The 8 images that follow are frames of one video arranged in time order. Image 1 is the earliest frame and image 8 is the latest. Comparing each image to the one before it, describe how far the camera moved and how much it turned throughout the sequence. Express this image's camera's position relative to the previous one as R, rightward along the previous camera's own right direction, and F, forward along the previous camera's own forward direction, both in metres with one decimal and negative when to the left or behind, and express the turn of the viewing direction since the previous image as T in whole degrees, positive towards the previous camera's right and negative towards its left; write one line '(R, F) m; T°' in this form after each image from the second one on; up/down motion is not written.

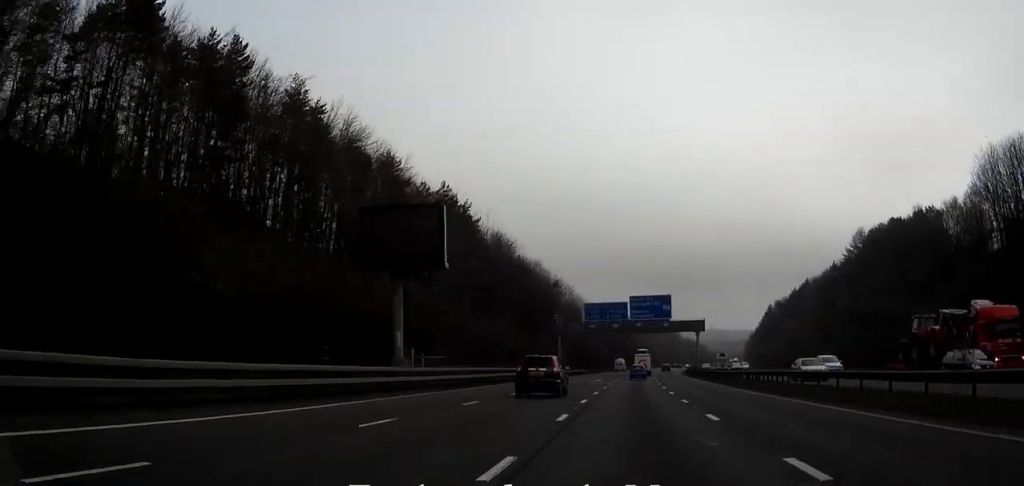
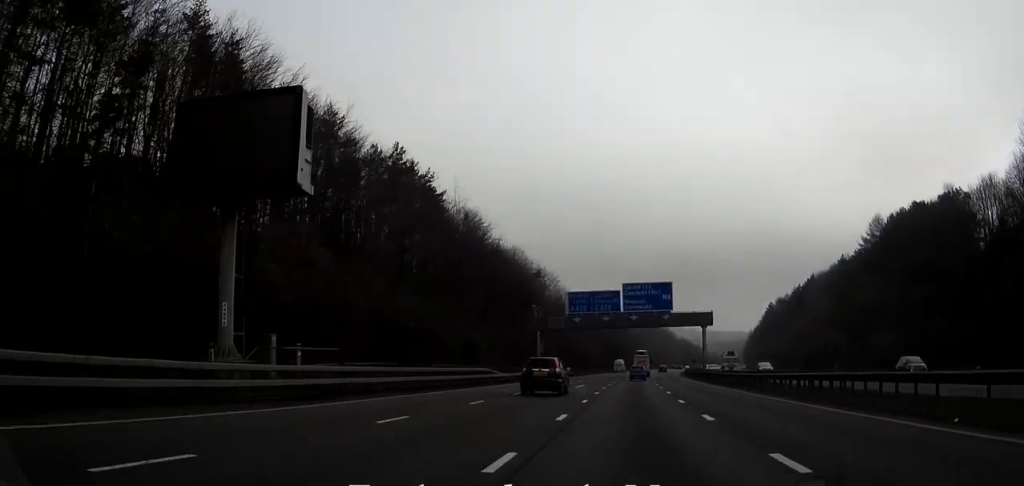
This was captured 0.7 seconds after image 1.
(0.0, +17.0) m; +1°
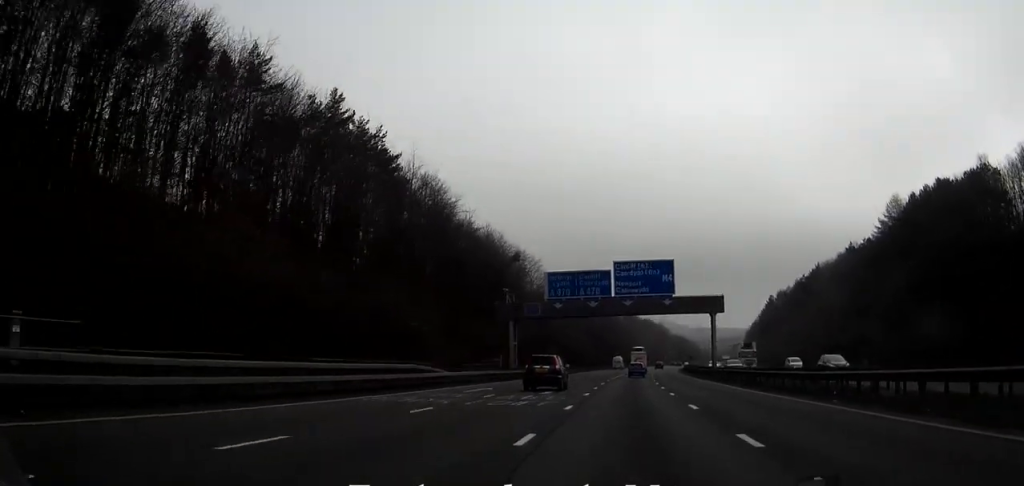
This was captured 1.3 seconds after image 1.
(+0.1, +15.3) m; +1°
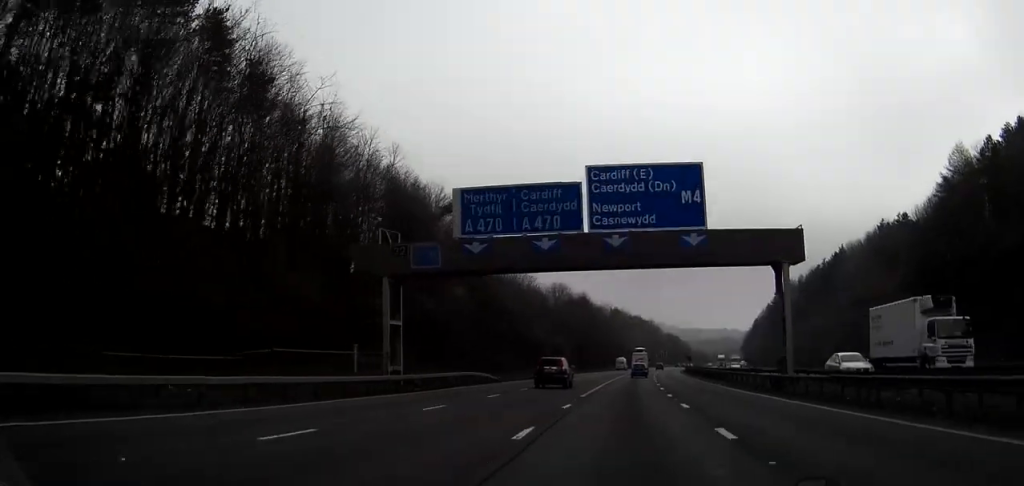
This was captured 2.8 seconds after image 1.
(+0.4, +34.4) m; +1°
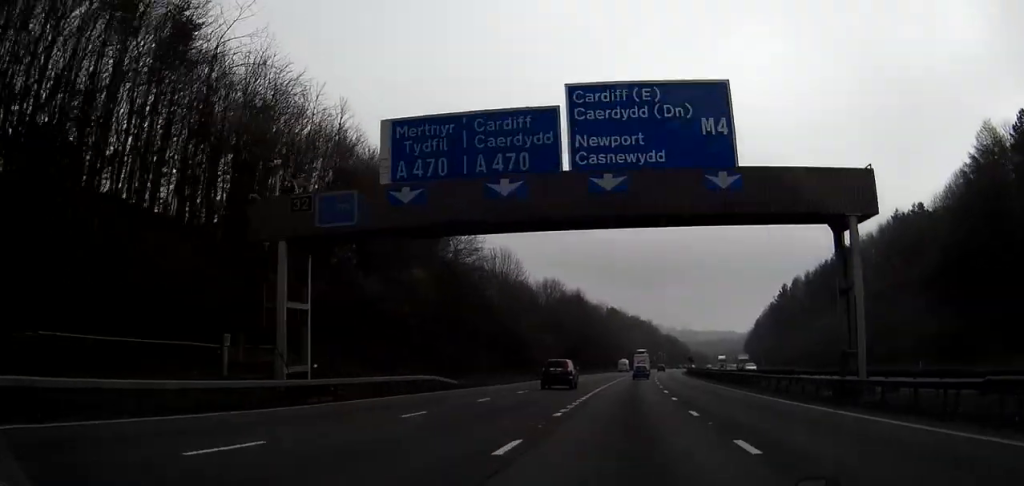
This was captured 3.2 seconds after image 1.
(0.0, +11.2) m; 0°
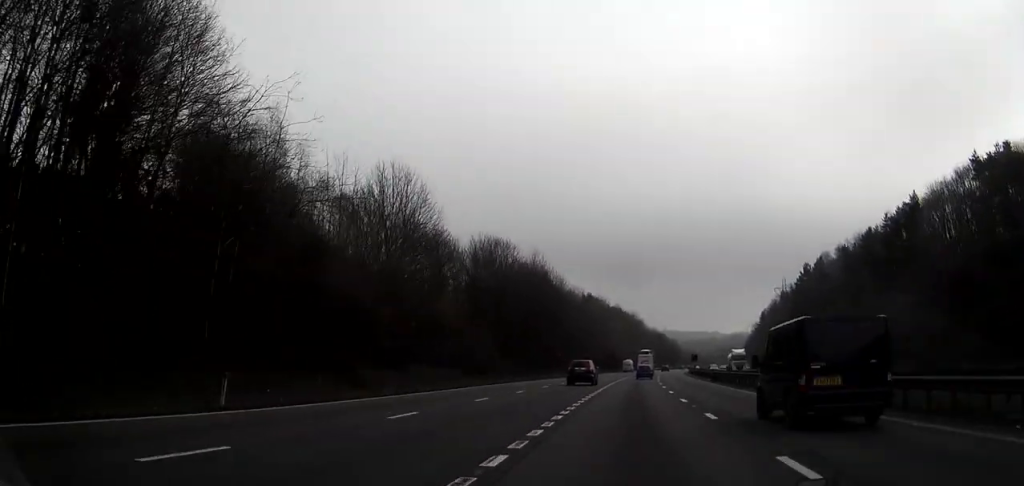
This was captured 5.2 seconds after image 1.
(+0.6, +46.3) m; +1°
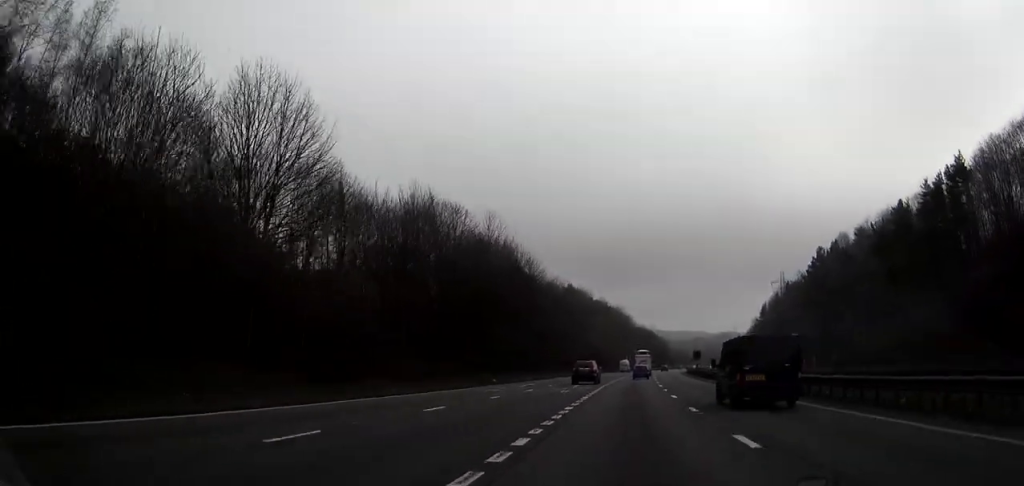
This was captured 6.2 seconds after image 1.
(+0.2, +23.7) m; +1°
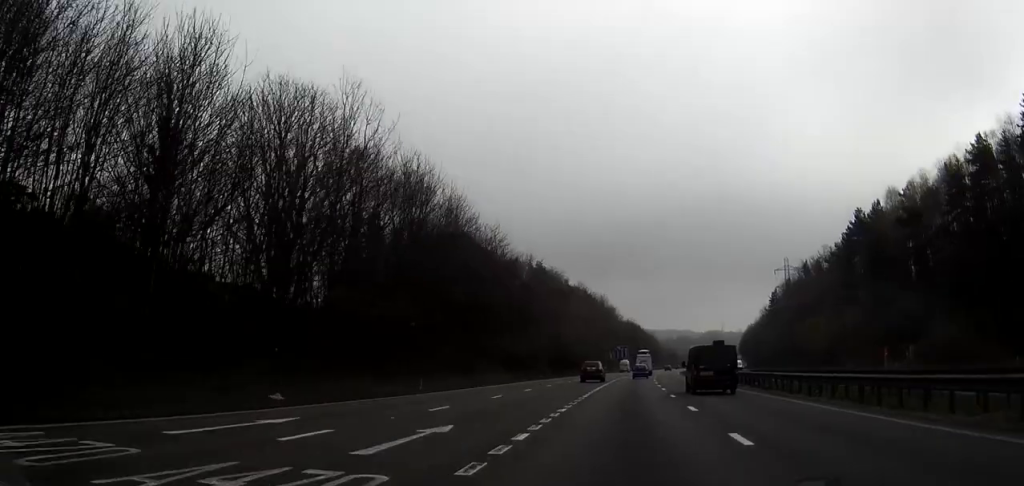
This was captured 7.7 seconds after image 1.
(+0.5, +35.3) m; +1°
